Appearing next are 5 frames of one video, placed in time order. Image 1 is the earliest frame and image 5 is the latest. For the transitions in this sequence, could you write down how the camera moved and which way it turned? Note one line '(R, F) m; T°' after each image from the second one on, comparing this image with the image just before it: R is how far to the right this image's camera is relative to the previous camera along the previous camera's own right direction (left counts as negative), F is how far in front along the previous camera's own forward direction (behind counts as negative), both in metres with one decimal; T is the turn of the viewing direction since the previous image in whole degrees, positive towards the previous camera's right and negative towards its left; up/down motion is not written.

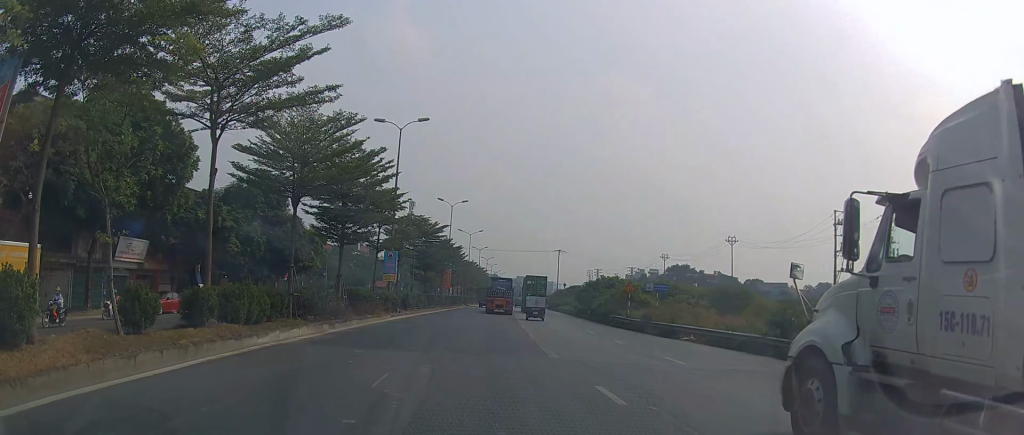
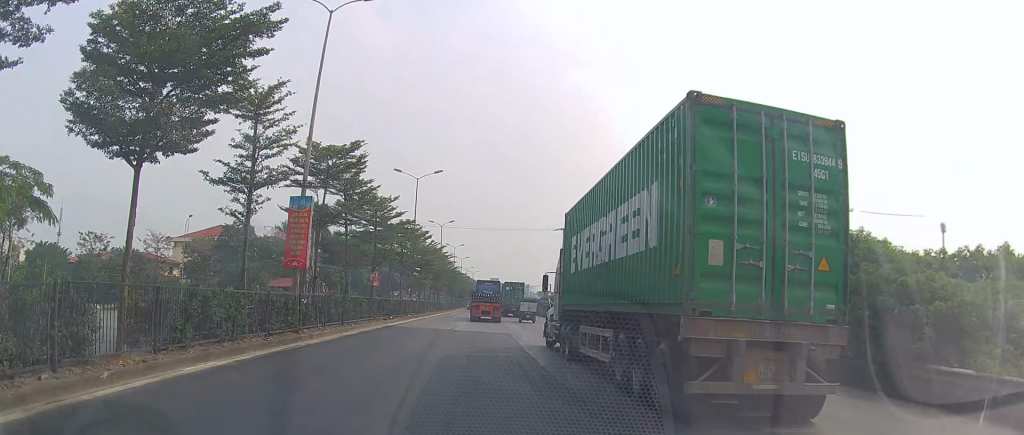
(+0.8, +58.0) m; 0°
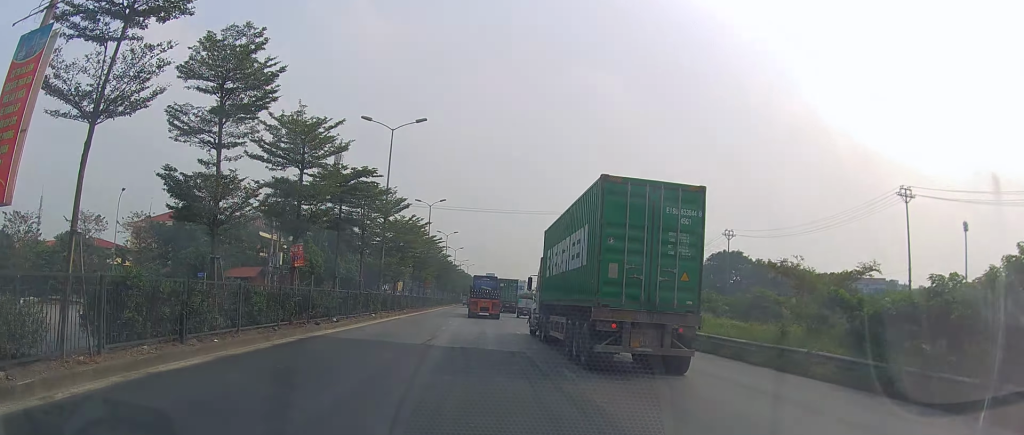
(+0.4, +18.0) m; +3°
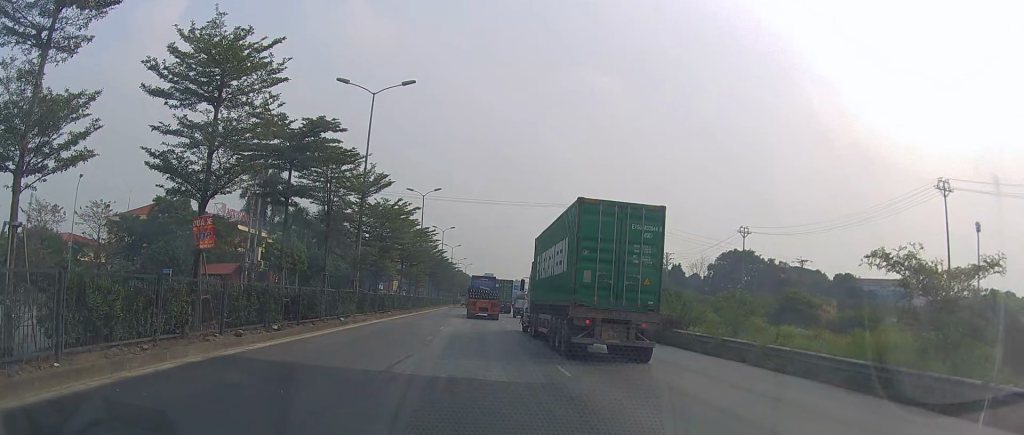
(+0.1, +9.1) m; +2°
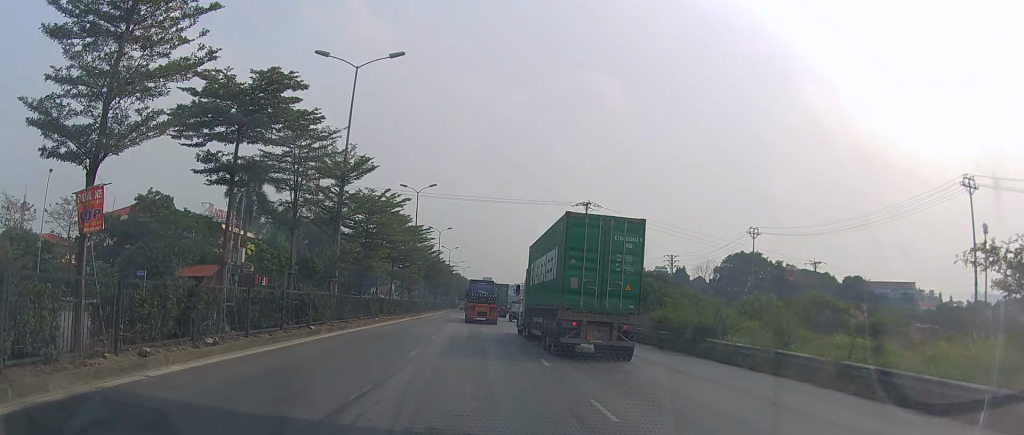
(+0.2, +5.7) m; 0°
